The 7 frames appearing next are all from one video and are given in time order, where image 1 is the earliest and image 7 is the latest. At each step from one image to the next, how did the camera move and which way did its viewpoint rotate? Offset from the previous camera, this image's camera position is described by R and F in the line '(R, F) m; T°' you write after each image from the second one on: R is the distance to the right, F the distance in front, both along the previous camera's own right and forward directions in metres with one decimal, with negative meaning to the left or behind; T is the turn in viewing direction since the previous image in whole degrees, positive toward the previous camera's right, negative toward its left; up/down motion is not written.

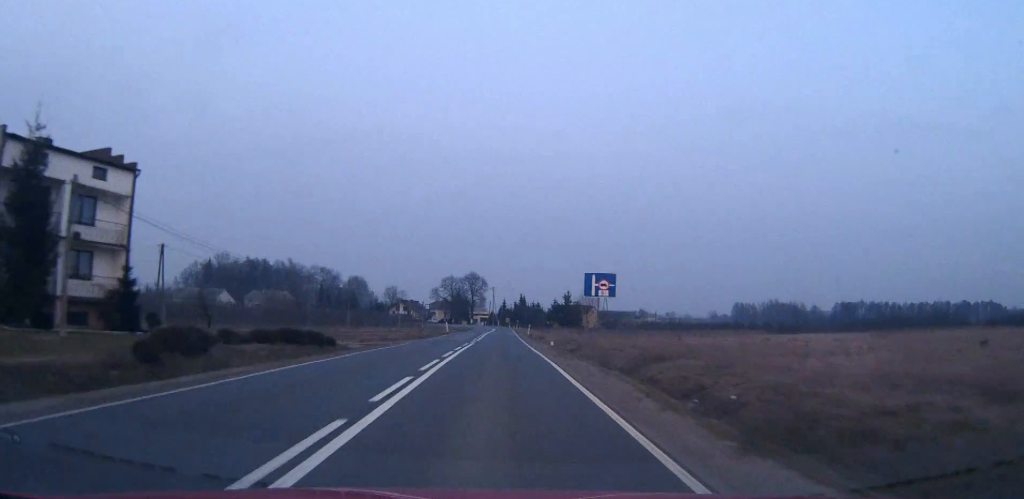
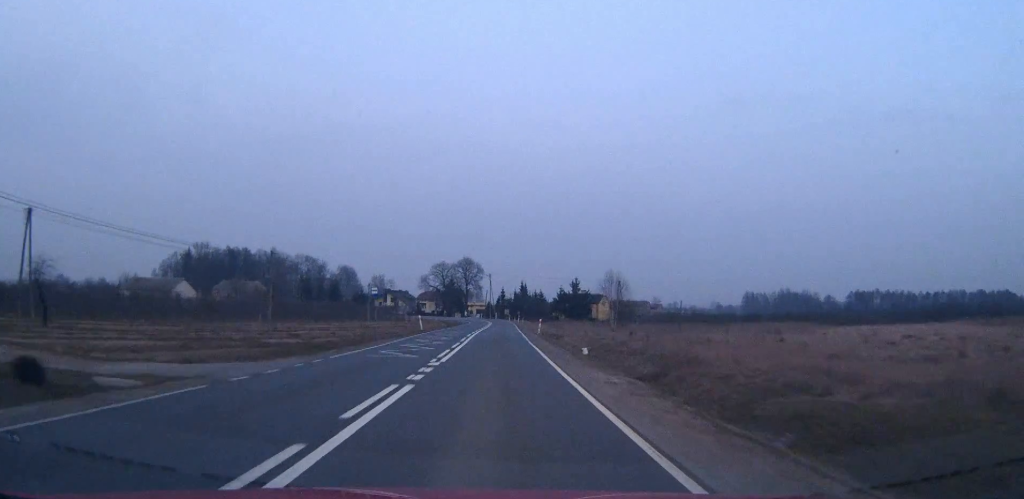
(0.0, +25.9) m; 0°
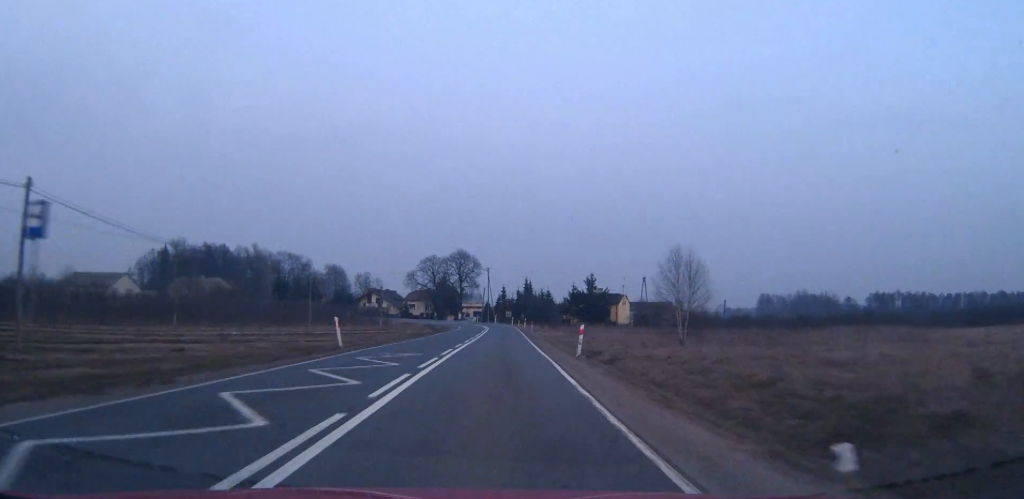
(0.0, +28.9) m; 0°
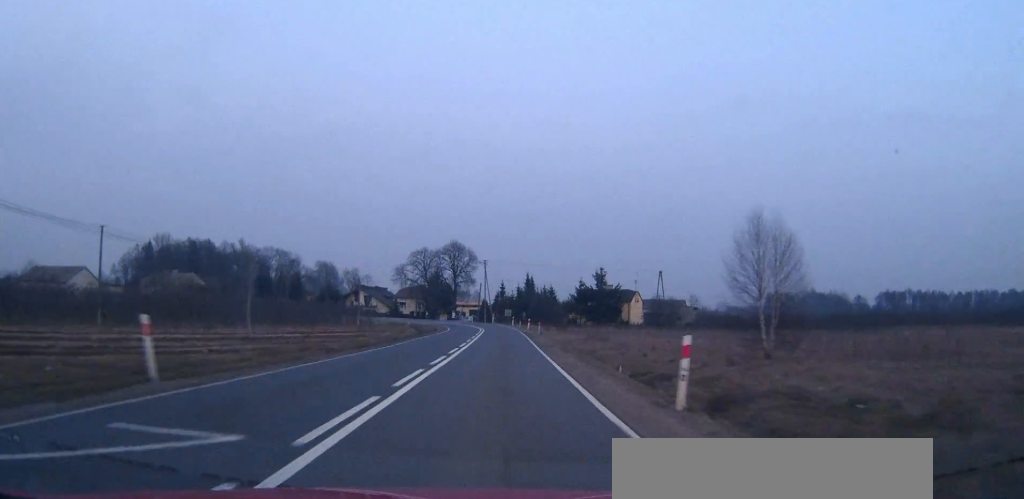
(0.0, +15.8) m; 0°
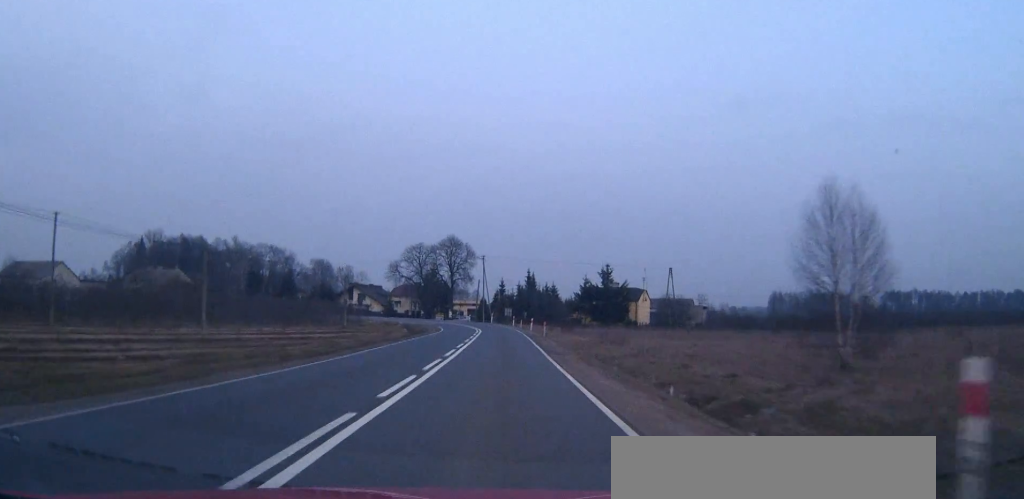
(0.0, +7.8) m; 0°
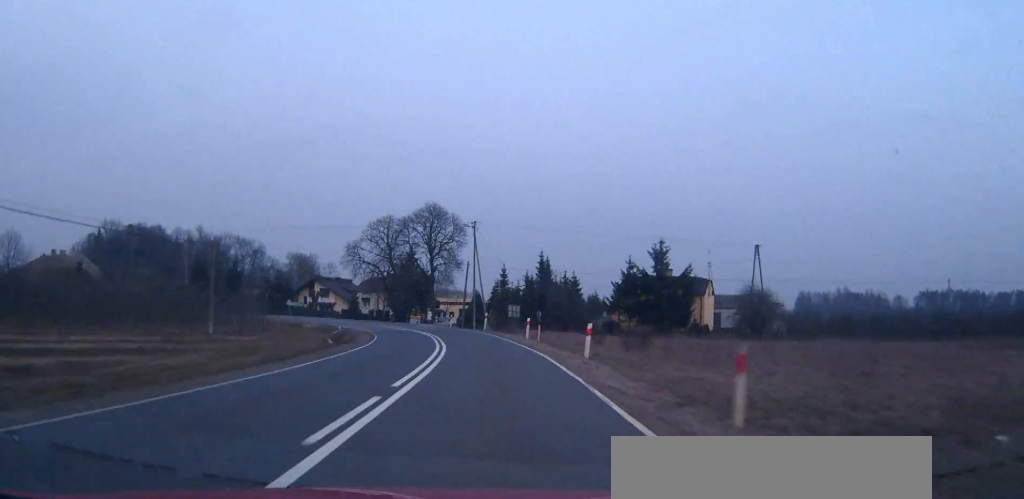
(0.0, +40.3) m; 0°
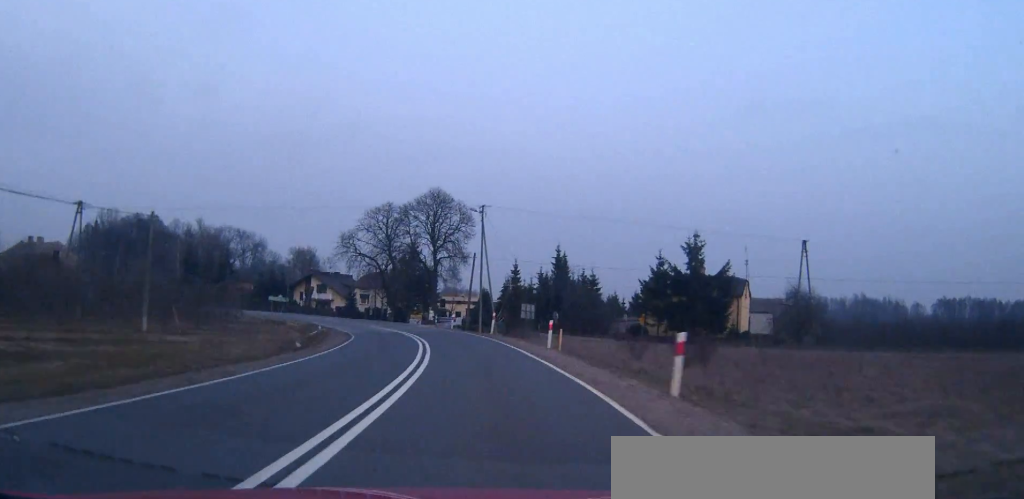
(0.0, +10.2) m; -1°
